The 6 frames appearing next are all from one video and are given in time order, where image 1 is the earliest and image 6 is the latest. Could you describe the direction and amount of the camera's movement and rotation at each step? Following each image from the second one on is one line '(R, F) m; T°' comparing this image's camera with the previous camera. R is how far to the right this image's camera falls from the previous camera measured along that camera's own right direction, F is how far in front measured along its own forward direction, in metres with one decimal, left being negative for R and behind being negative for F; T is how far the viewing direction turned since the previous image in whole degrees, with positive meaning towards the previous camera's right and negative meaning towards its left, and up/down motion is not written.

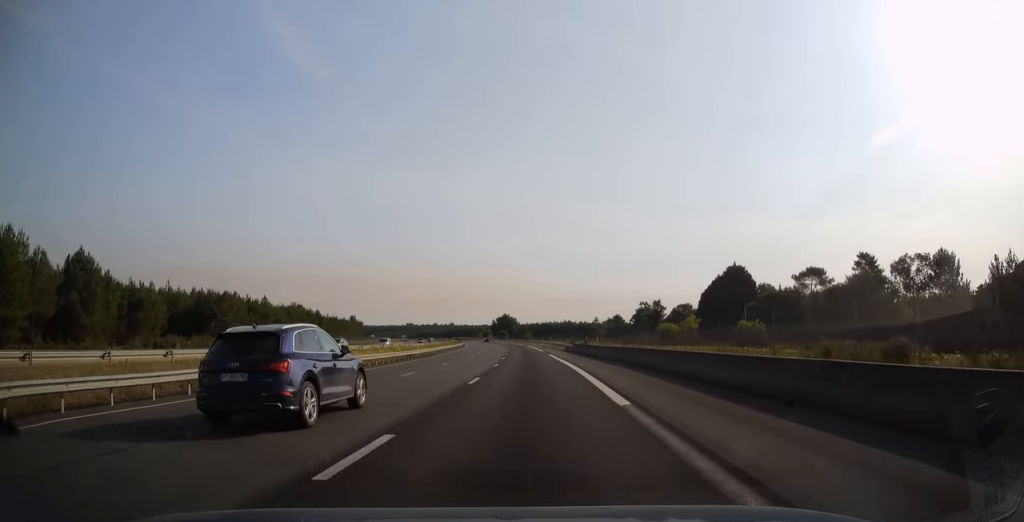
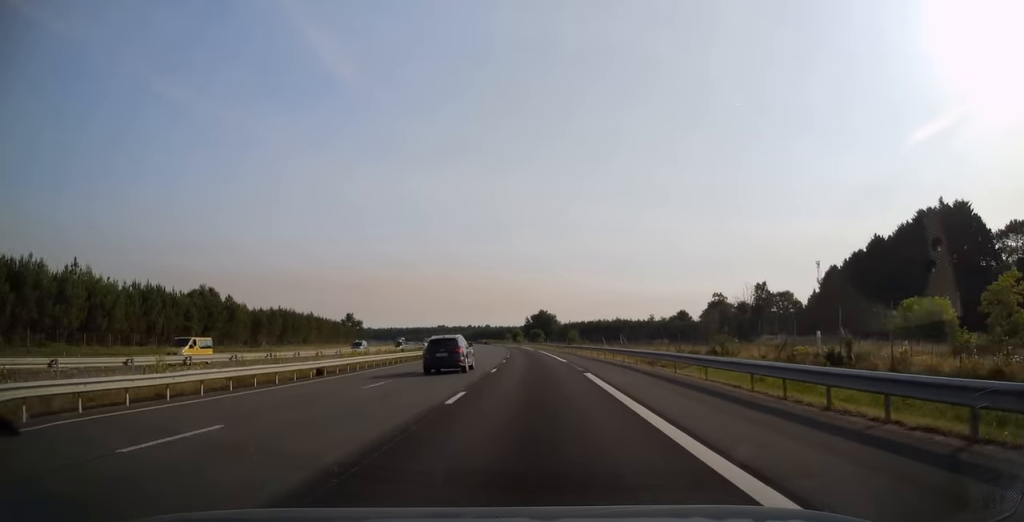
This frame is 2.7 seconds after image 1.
(-3.2, +80.0) m; -4°
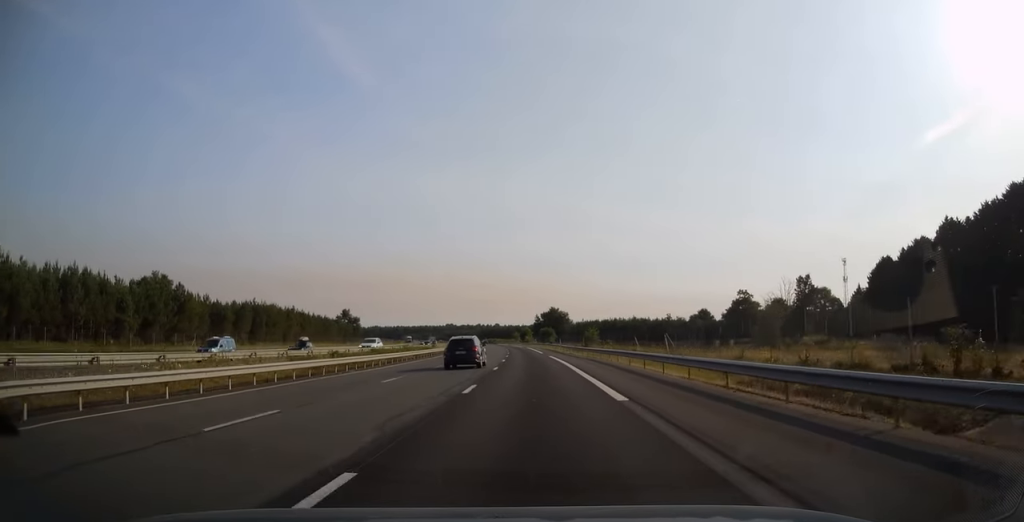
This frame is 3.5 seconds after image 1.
(-0.2, +22.1) m; -1°
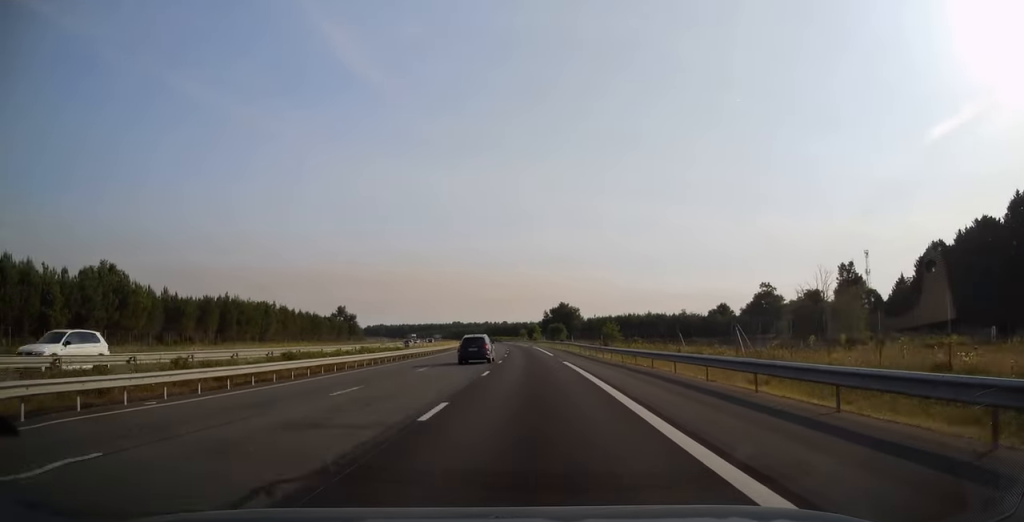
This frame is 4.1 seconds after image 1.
(0.0, +18.2) m; -1°
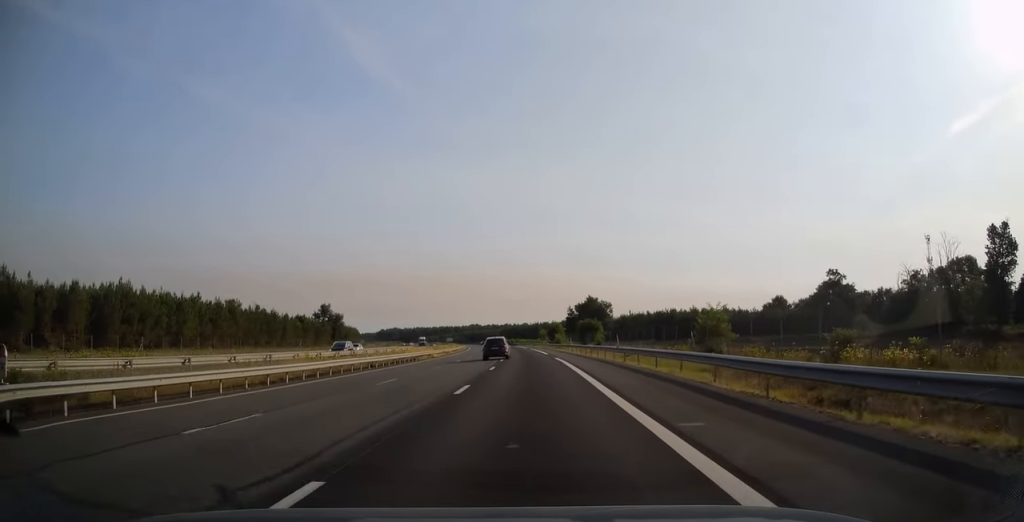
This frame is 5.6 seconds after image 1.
(-1.1, +44.8) m; -2°
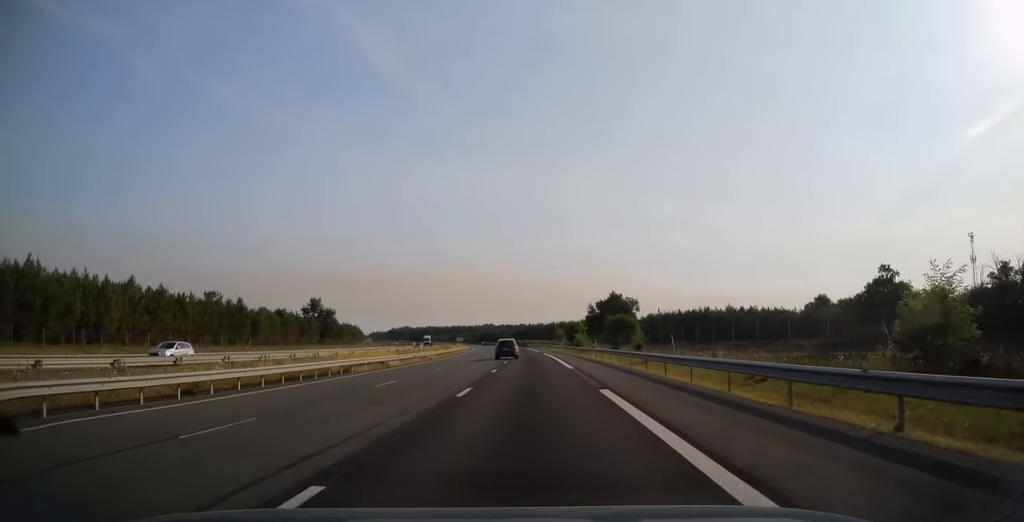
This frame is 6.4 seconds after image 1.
(-0.2, +25.1) m; -1°
